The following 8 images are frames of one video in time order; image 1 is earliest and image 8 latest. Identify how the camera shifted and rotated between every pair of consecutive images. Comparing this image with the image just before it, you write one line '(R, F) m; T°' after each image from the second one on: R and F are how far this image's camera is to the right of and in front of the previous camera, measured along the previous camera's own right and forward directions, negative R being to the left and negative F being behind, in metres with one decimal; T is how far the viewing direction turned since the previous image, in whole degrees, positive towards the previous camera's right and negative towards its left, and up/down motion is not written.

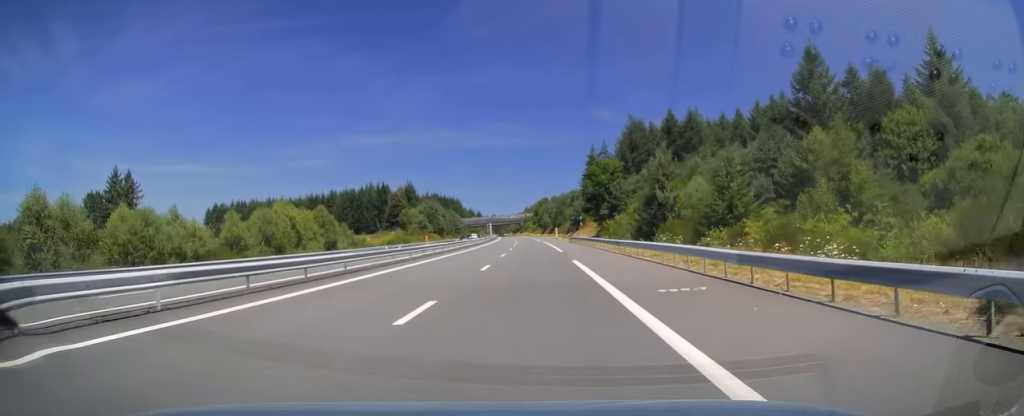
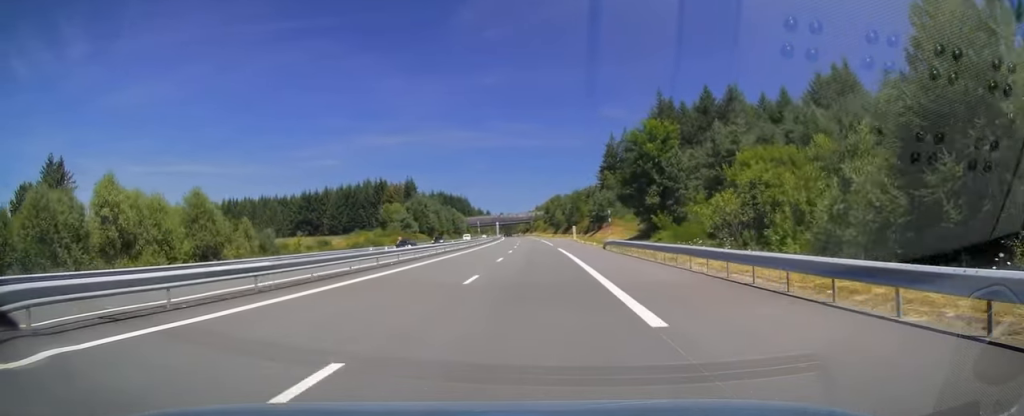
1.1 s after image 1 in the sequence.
(-0.2, +31.9) m; -1°
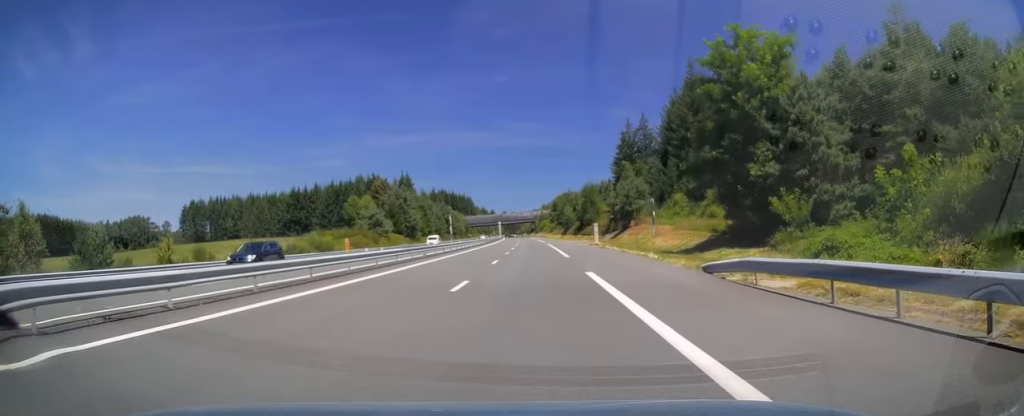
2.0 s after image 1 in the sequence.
(-0.1, +27.9) m; -1°
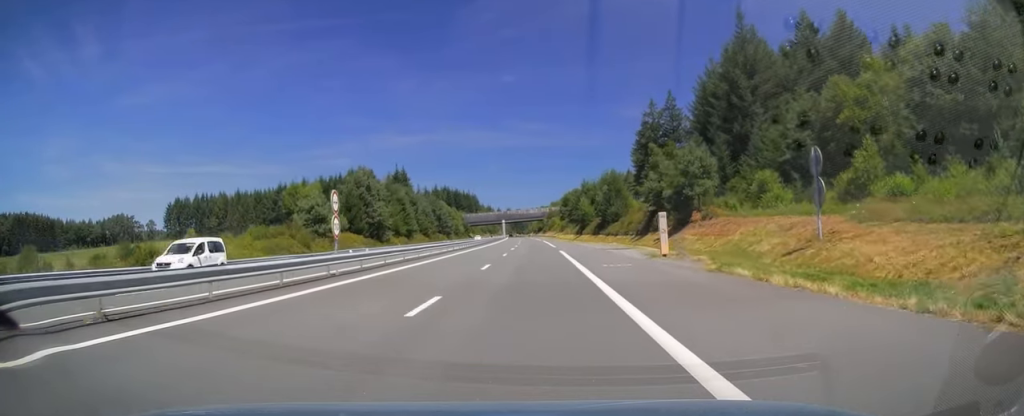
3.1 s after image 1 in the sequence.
(-0.3, +30.4) m; -1°
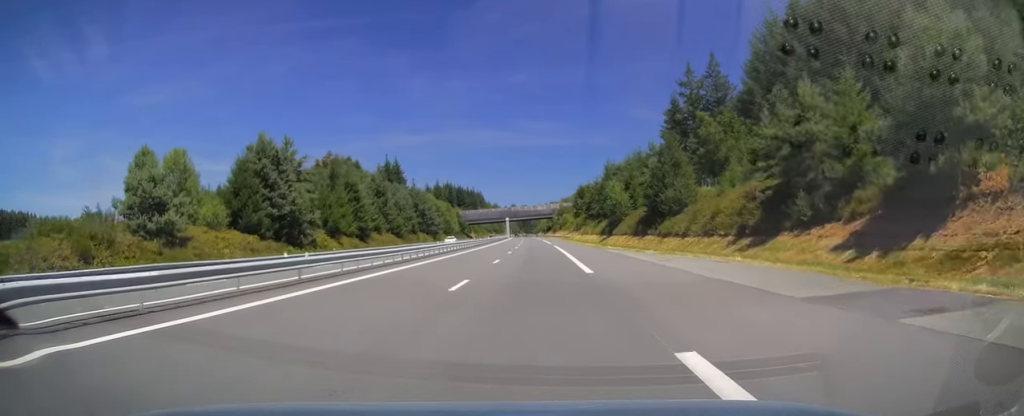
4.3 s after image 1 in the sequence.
(-0.4, +35.0) m; -1°
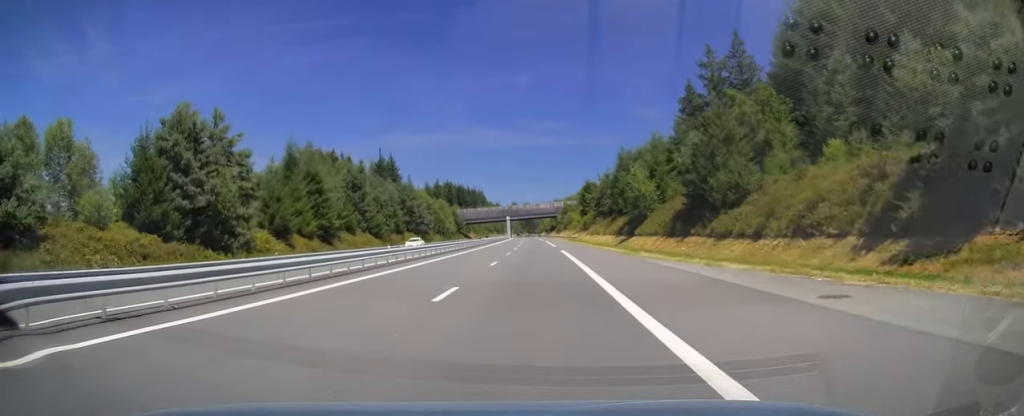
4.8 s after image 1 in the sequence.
(-0.1, +15.3) m; 0°
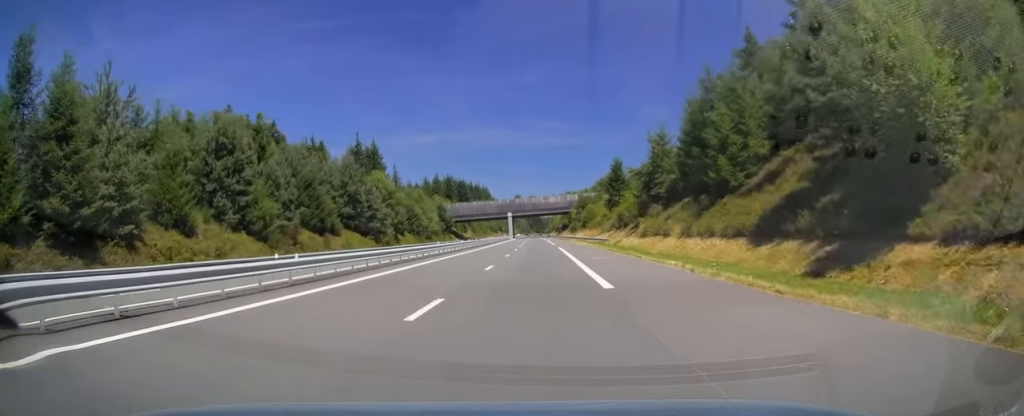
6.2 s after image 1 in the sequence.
(-0.3, +41.9) m; -1°
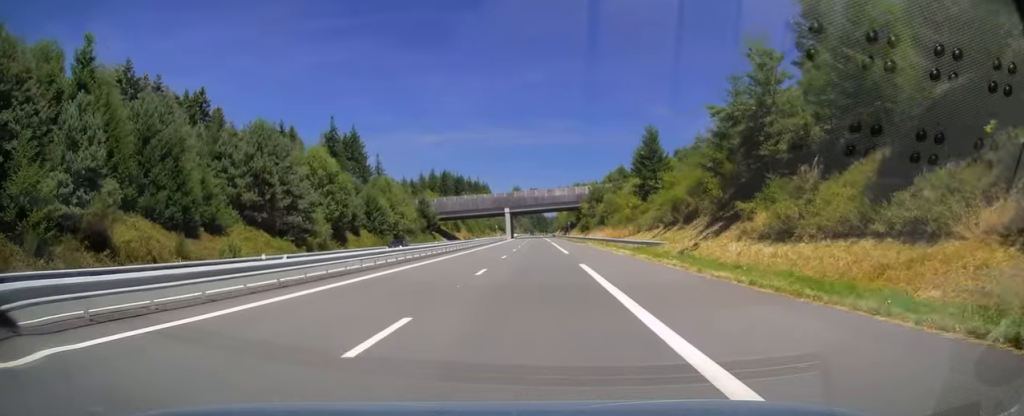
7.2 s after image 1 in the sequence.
(-0.2, +29.0) m; 0°
